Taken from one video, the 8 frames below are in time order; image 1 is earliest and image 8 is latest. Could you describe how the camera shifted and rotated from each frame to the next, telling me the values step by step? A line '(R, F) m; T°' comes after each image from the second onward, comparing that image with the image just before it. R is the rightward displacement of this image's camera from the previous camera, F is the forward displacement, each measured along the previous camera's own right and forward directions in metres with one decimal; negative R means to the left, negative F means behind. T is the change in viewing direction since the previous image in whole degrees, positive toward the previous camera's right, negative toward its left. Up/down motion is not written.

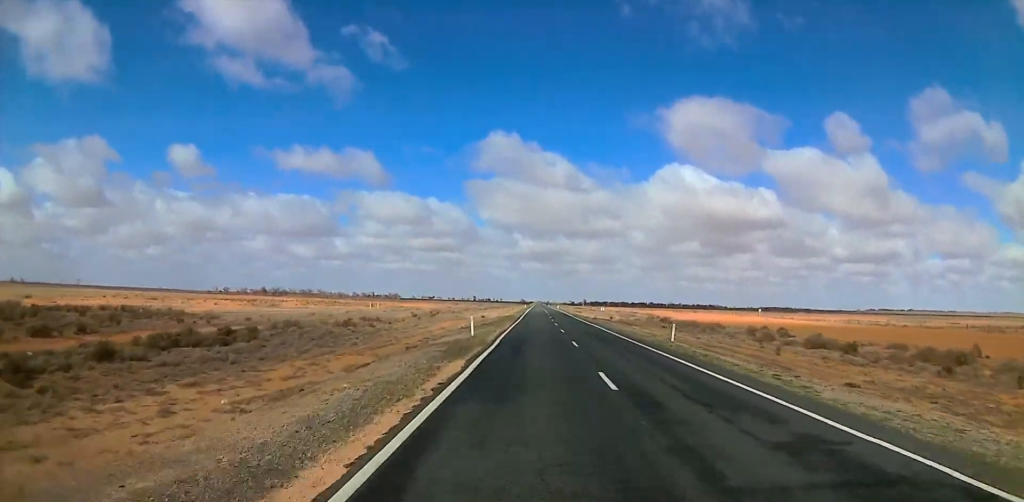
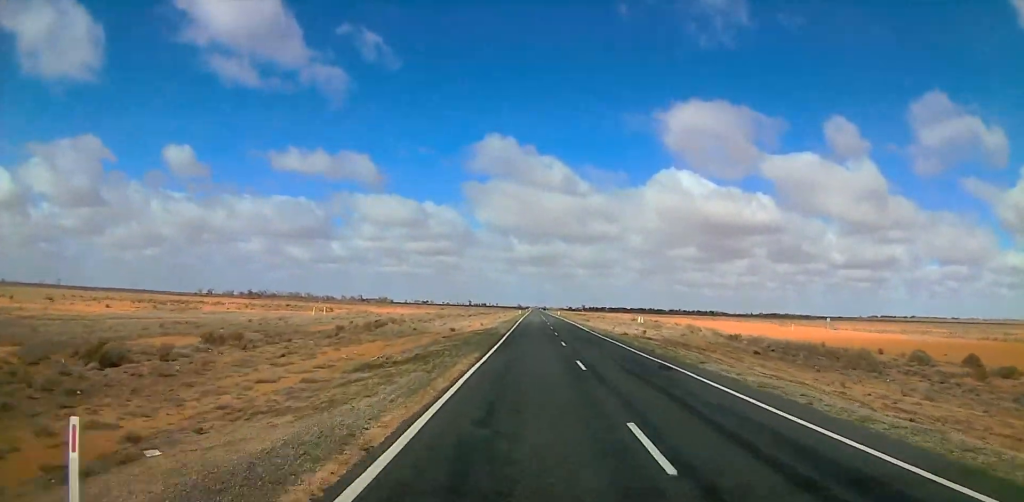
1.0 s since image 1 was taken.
(+0.6, +30.0) m; +1°
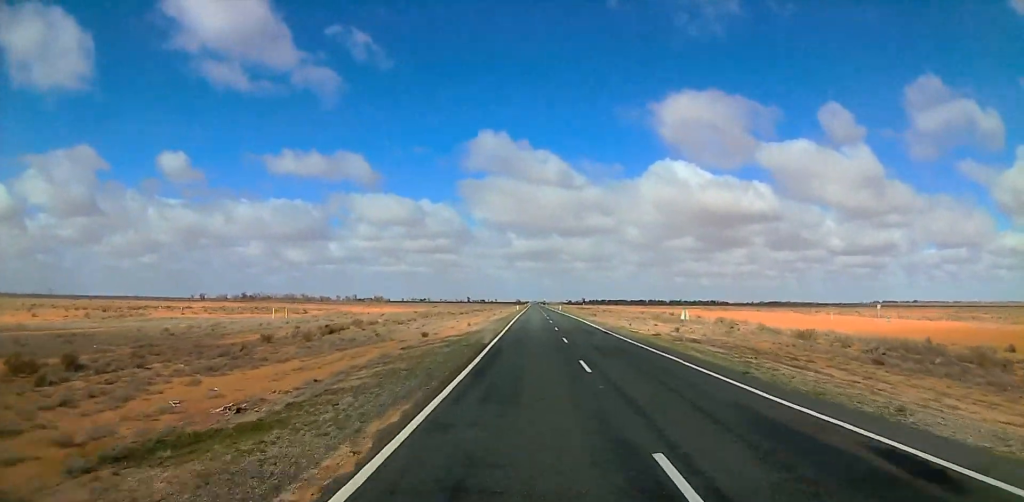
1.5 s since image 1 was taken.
(0.0, +14.5) m; 0°
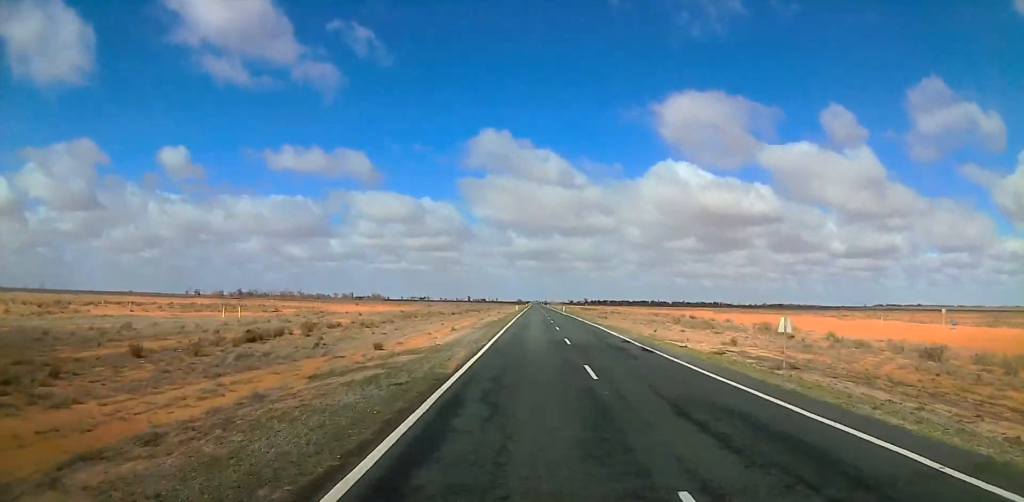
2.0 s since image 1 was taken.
(+0.1, +13.6) m; 0°
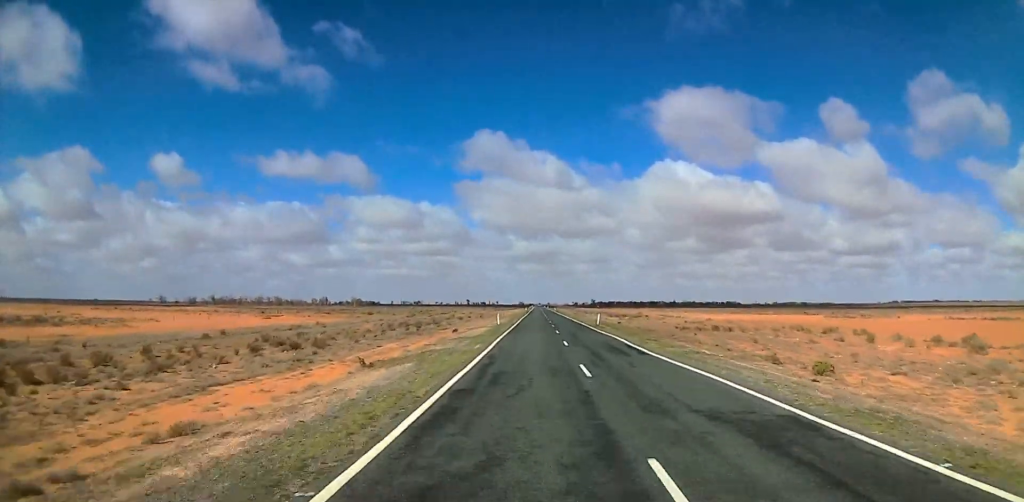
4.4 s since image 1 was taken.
(-2.6, +70.0) m; -3°
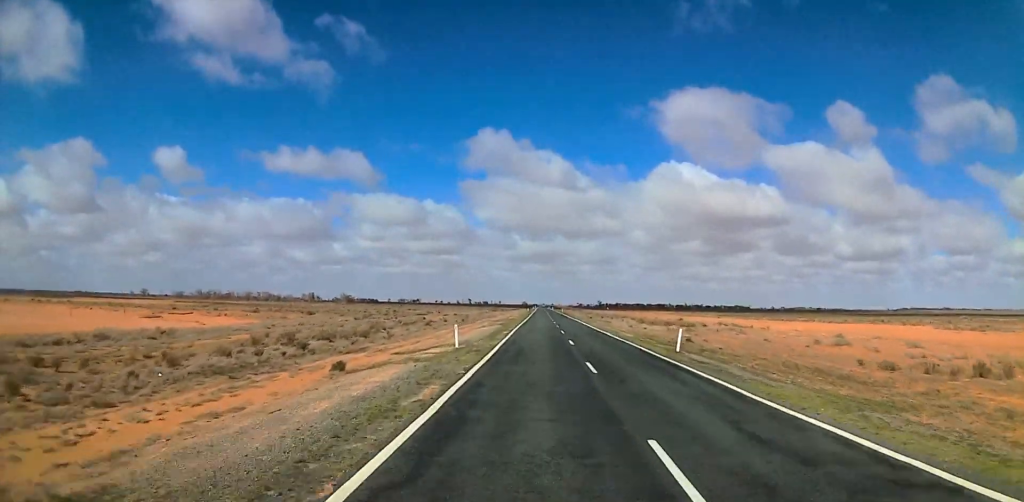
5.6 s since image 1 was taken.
(+1.4, +34.6) m; +3°
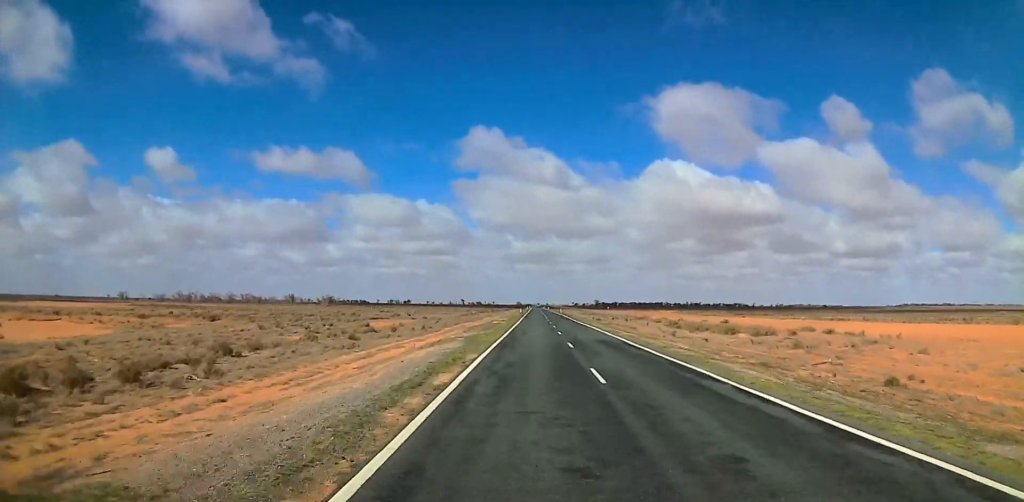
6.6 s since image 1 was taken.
(+0.1, +26.1) m; 0°
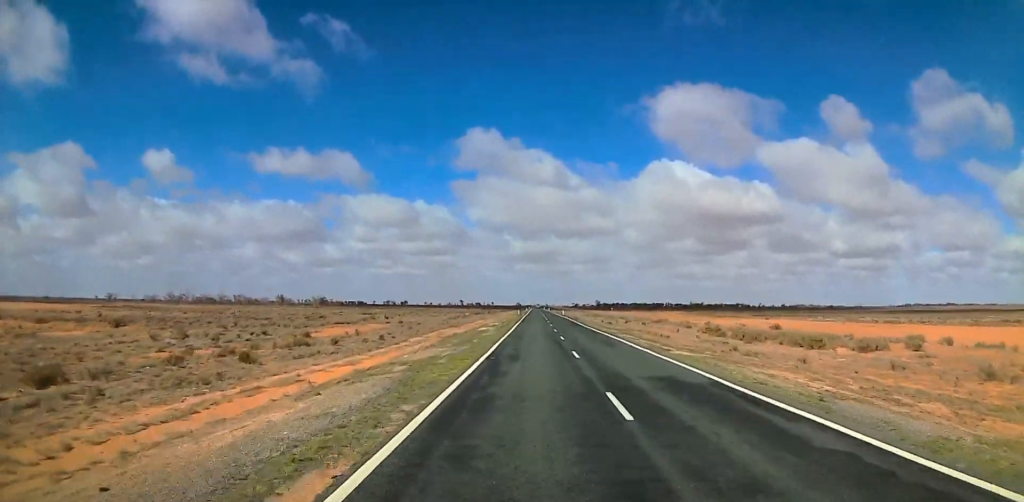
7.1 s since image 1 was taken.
(0.0, +16.3) m; -2°
